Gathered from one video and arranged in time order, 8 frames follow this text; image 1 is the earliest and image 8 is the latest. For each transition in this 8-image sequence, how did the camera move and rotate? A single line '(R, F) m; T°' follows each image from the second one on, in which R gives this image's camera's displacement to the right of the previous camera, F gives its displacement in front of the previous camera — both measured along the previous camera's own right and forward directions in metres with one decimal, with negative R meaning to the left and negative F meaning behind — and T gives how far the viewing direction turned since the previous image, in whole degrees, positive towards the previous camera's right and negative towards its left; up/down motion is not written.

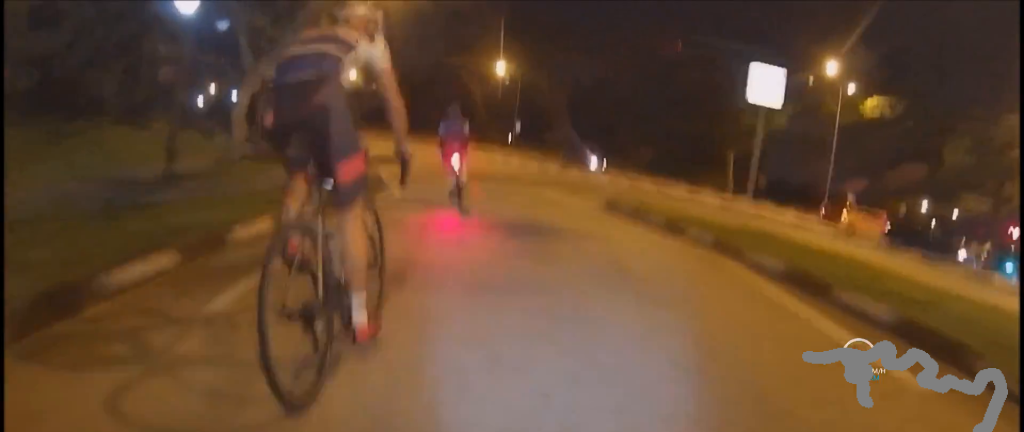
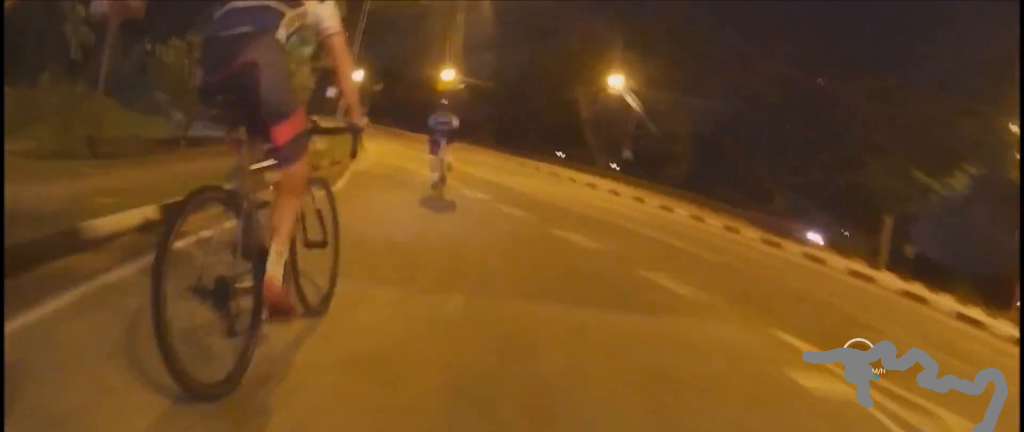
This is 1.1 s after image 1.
(-3.0, +10.7) m; -17°
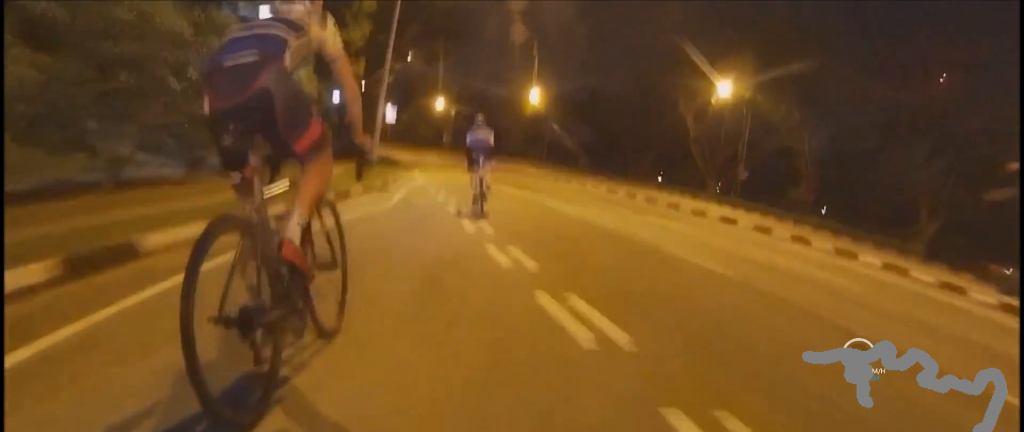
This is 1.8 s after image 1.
(+0.2, +7.6) m; -2°
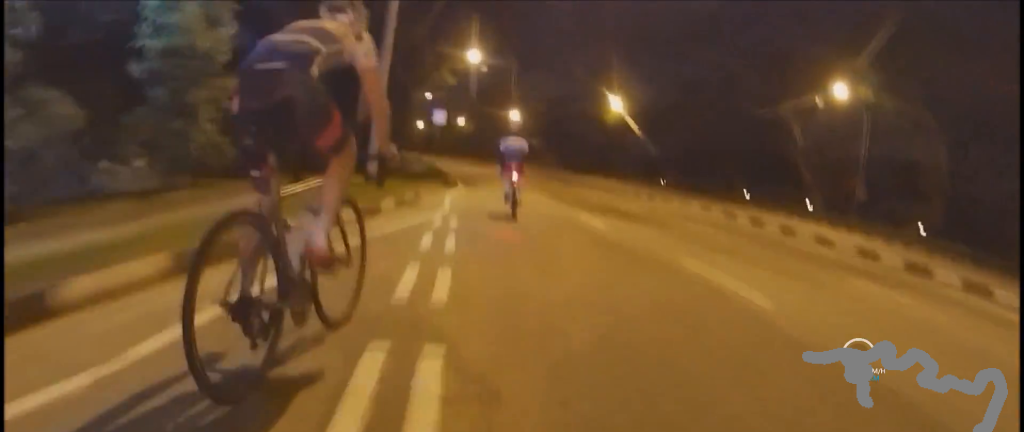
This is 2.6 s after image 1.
(0.0, +7.7) m; -2°
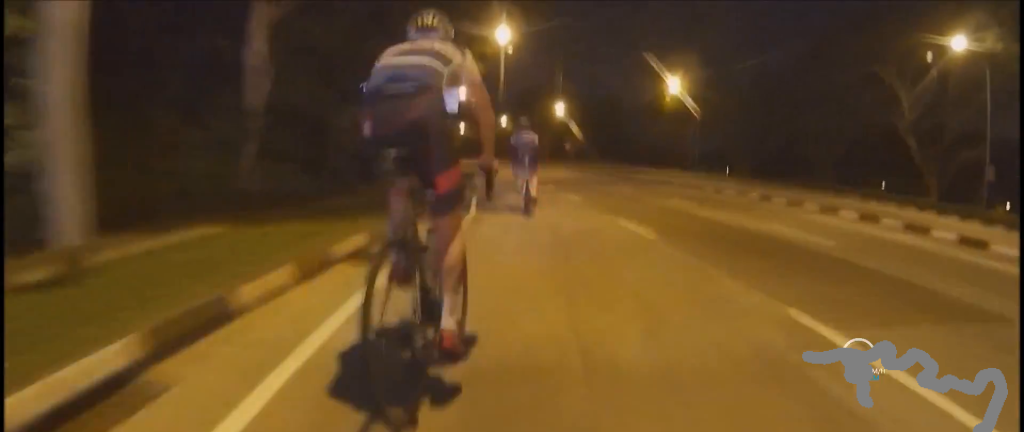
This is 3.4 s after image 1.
(-0.5, +9.3) m; -5°
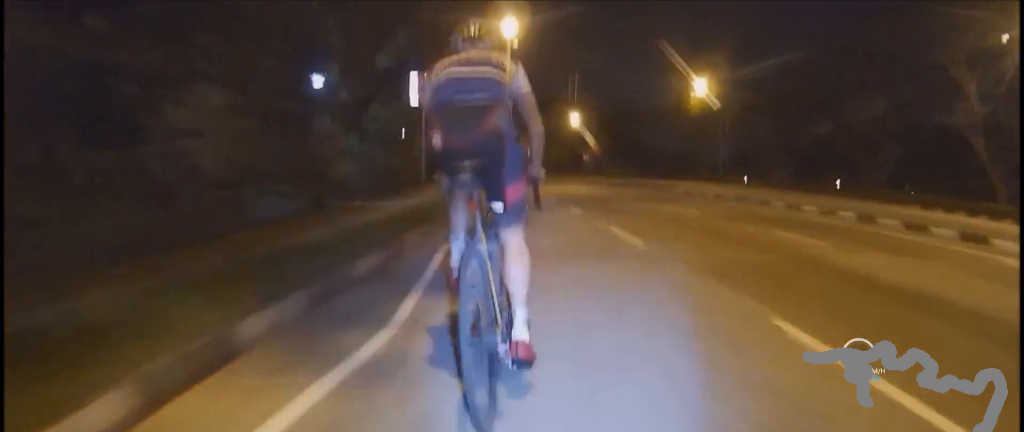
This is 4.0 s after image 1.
(+0.2, +6.1) m; -4°
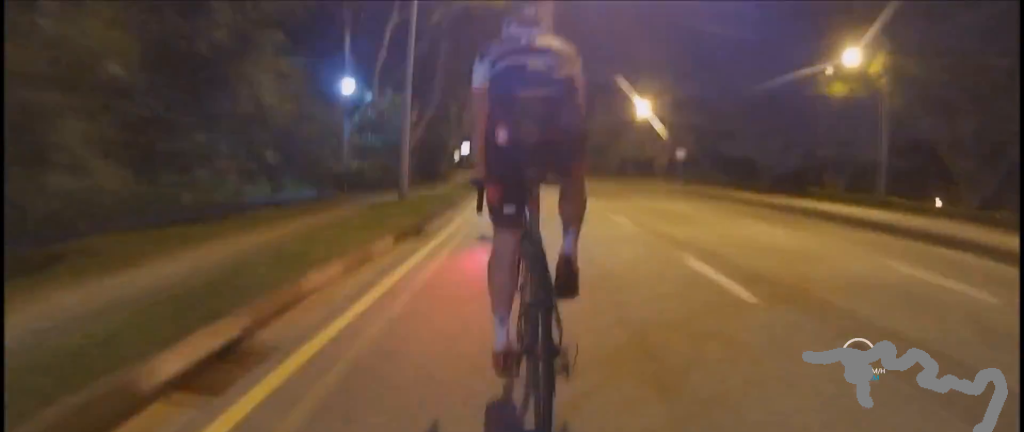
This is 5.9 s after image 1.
(-1.6, +21.0) m; -5°
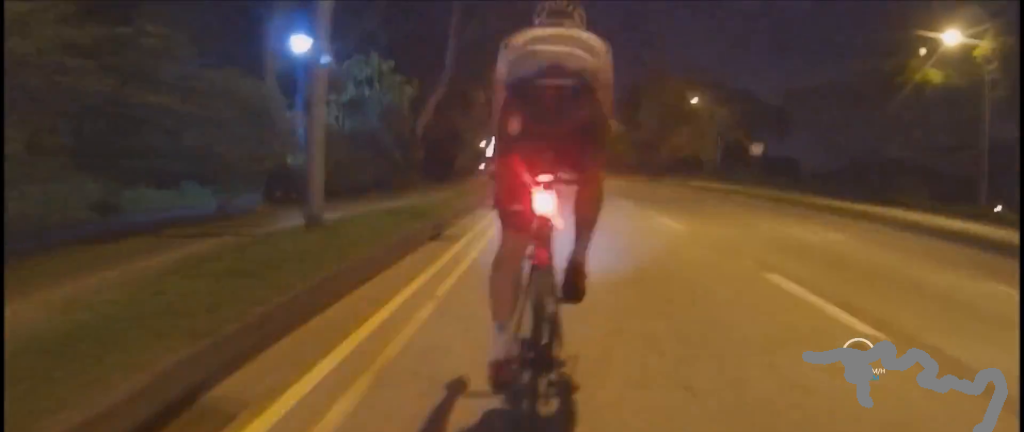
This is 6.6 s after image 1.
(-0.1, +6.9) m; +1°
